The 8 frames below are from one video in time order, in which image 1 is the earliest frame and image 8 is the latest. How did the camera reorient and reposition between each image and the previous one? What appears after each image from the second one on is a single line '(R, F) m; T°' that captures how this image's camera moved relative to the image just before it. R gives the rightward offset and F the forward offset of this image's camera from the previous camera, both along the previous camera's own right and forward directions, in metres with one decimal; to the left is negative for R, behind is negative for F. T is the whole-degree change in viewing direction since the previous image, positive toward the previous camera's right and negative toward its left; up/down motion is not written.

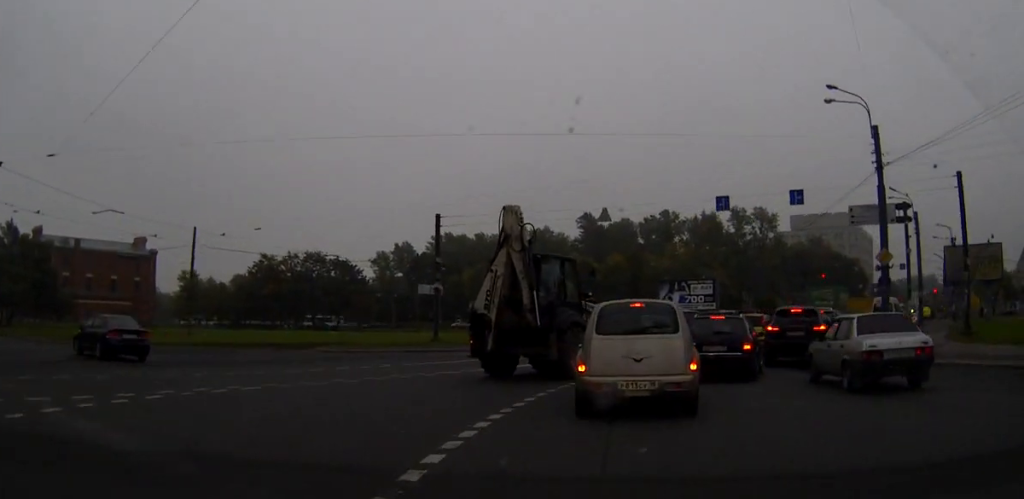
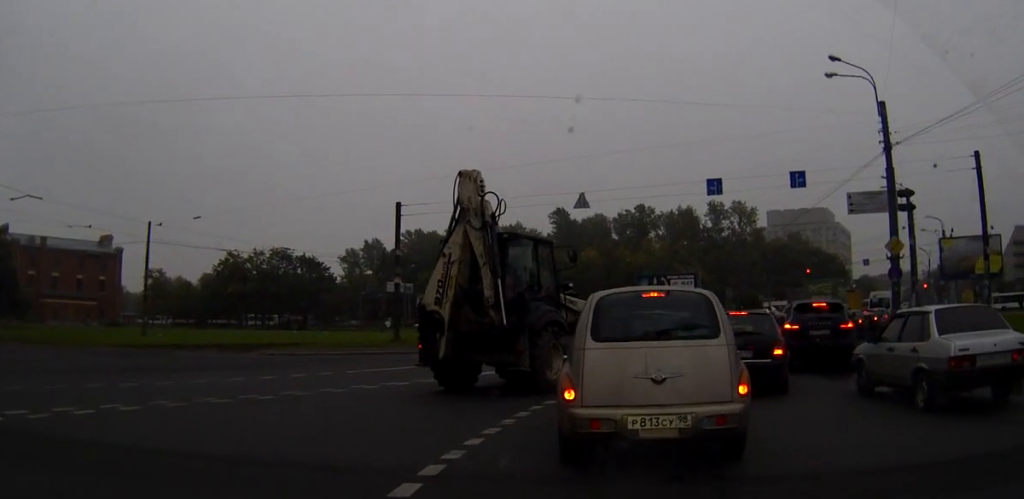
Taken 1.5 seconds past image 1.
(+0.2, +4.9) m; +6°
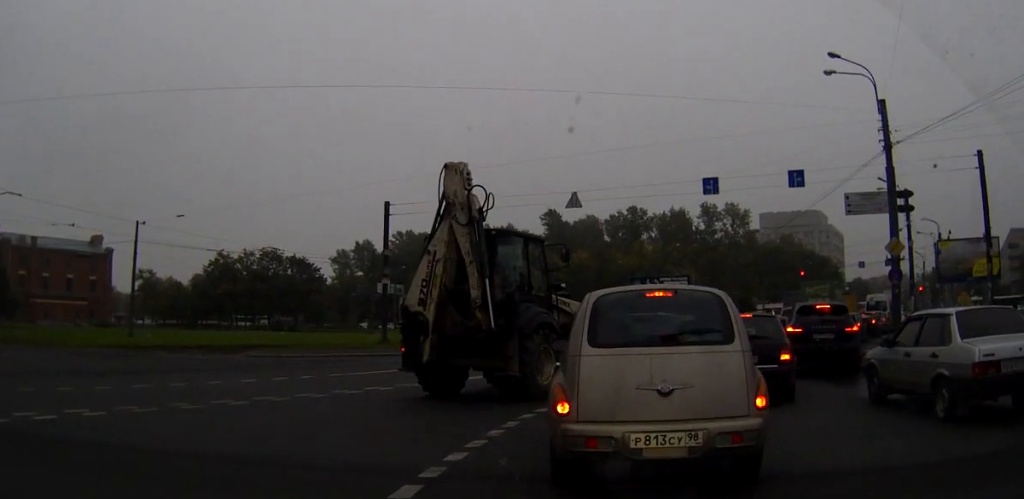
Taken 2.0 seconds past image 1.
(+0.1, +1.1) m; +1°
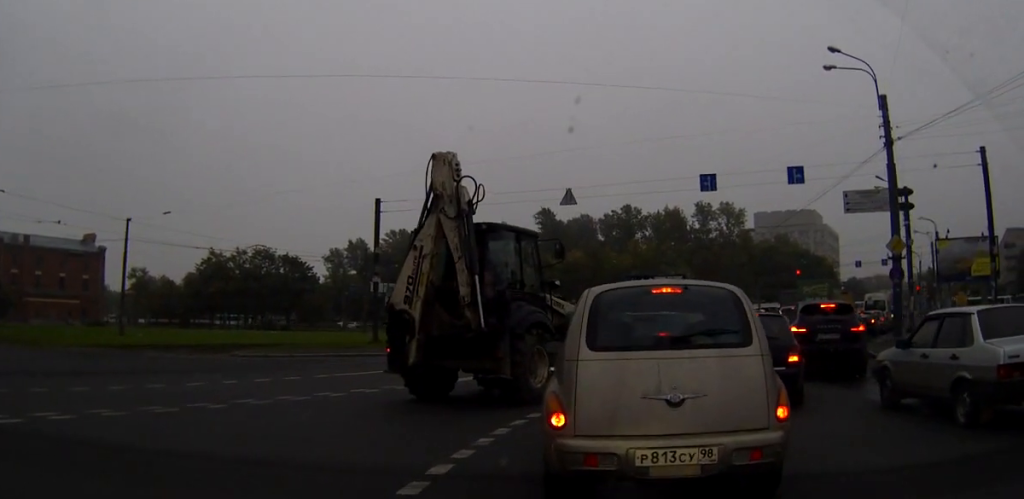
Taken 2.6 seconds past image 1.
(+0.1, +1.0) m; 0°
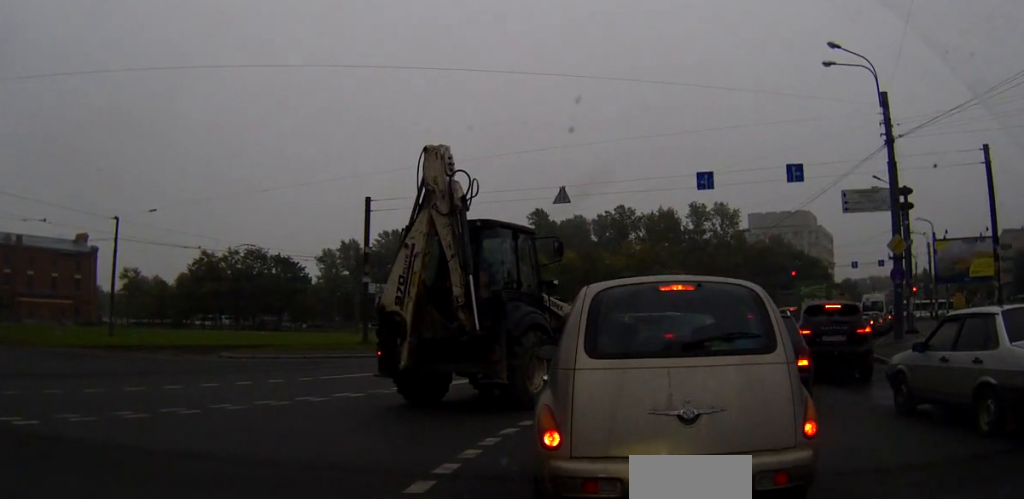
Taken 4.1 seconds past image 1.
(+0.4, +0.5) m; 0°
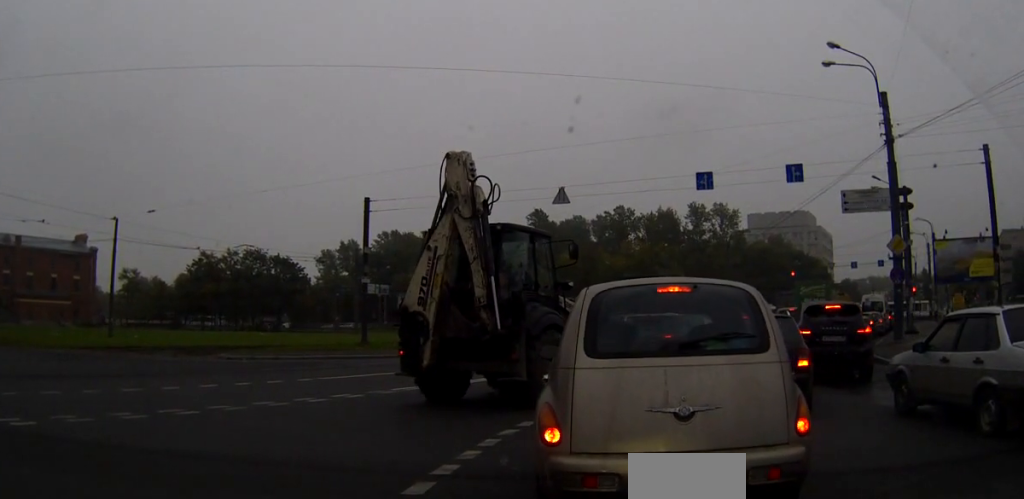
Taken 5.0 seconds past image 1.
(0.0, 0.0) m; 0°
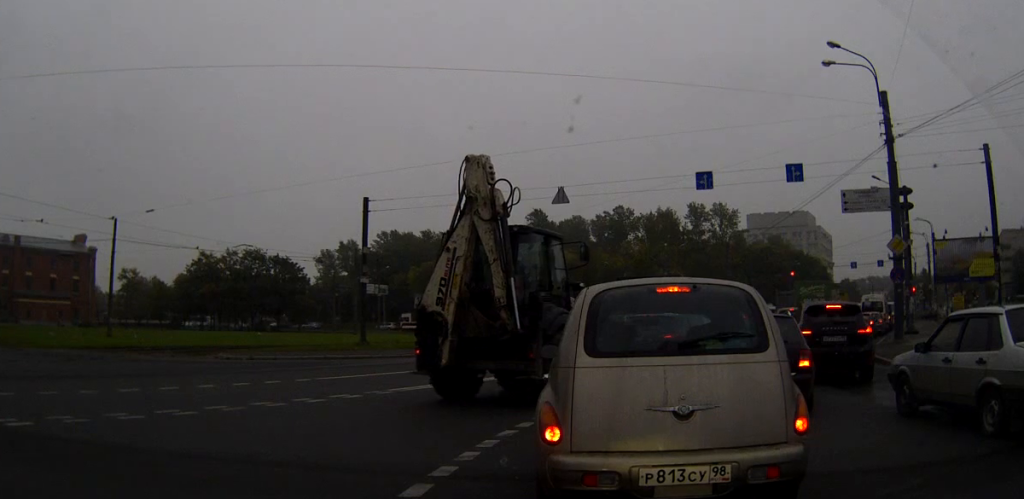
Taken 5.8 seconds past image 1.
(0.0, 0.0) m; 0°
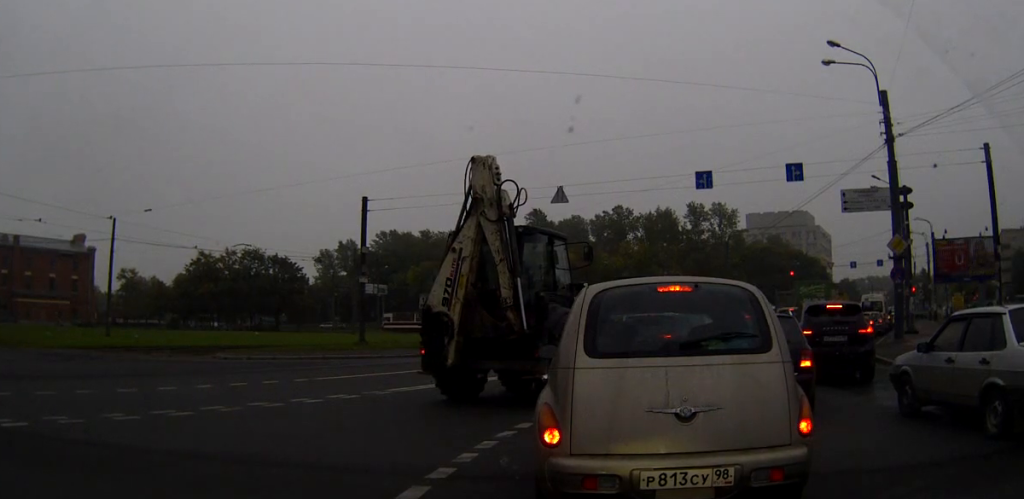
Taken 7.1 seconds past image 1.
(0.0, 0.0) m; 0°
